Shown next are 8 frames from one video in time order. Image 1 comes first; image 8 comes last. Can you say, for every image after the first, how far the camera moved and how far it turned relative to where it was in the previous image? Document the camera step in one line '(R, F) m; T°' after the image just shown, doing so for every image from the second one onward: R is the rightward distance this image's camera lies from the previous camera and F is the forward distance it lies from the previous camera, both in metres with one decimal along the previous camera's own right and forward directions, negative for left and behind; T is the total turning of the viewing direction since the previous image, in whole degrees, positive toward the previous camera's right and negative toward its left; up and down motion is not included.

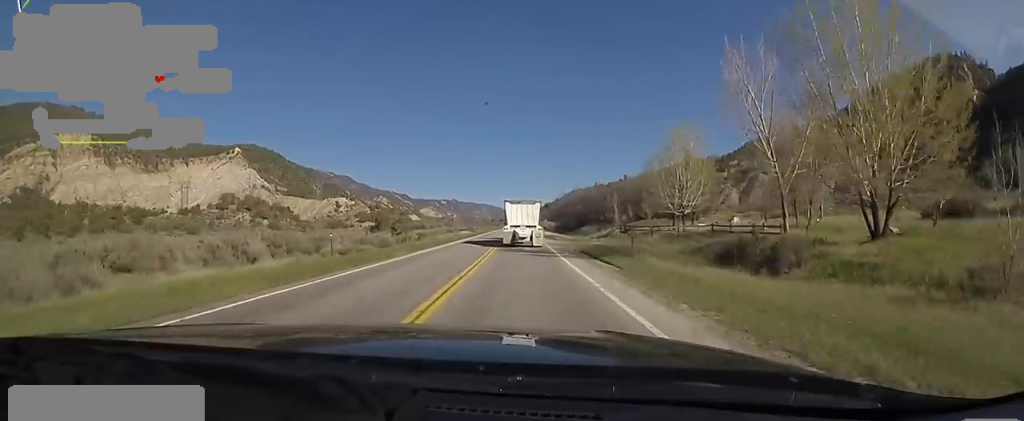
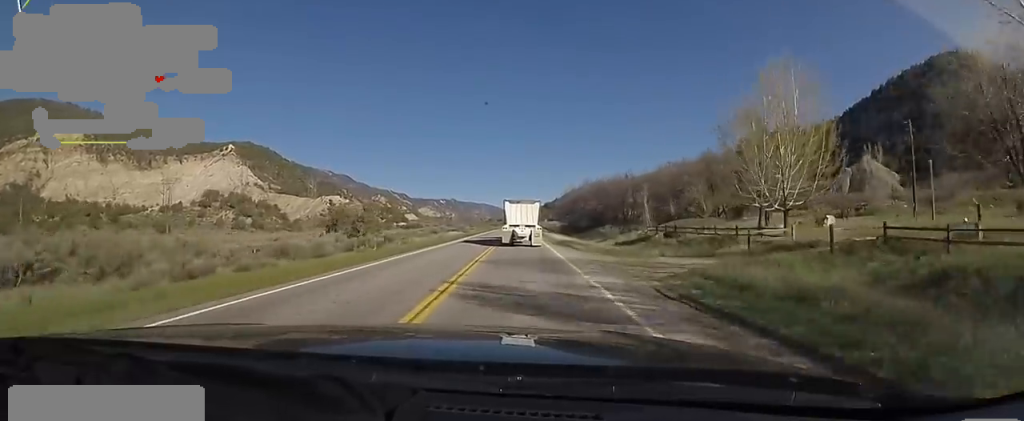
(-0.6, +16.4) m; 0°
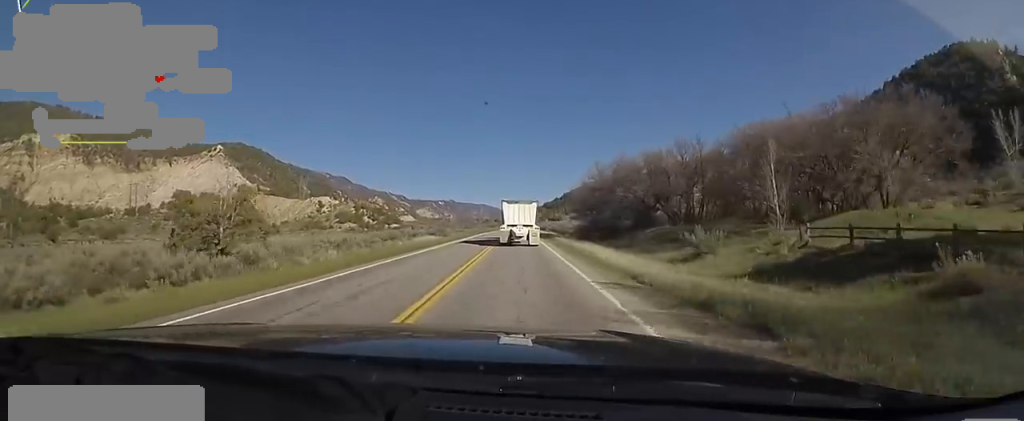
(+0.5, +26.8) m; 0°
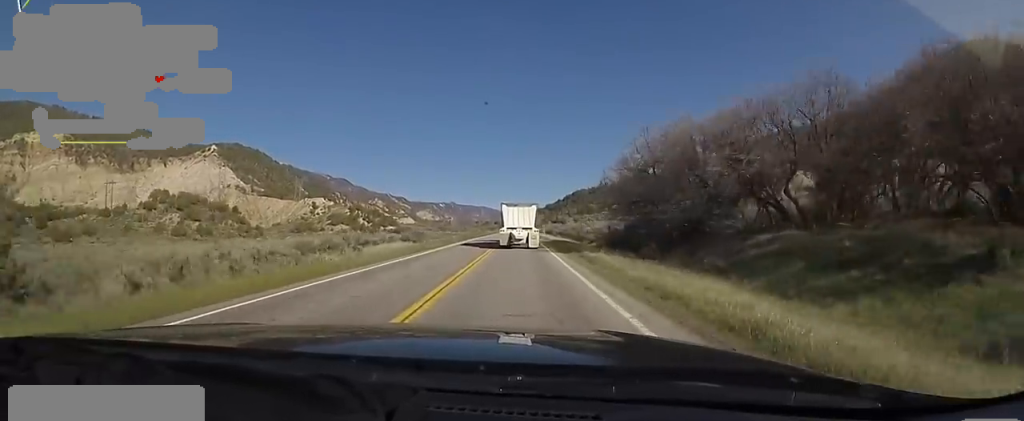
(-0.6, +19.1) m; 0°
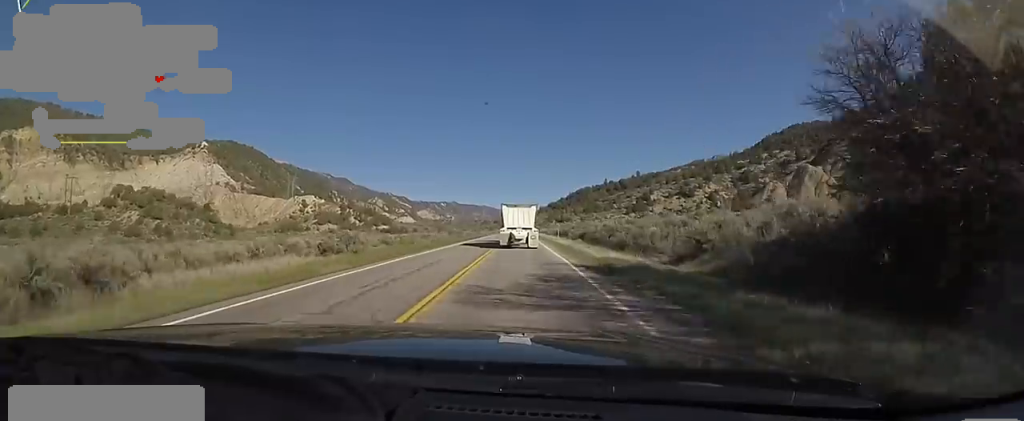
(+0.7, +27.9) m; 0°
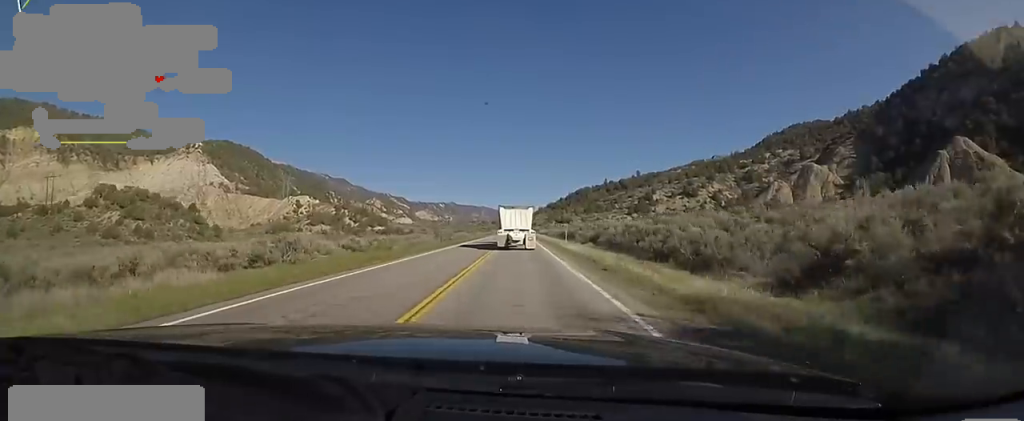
(-0.4, +10.2) m; -1°
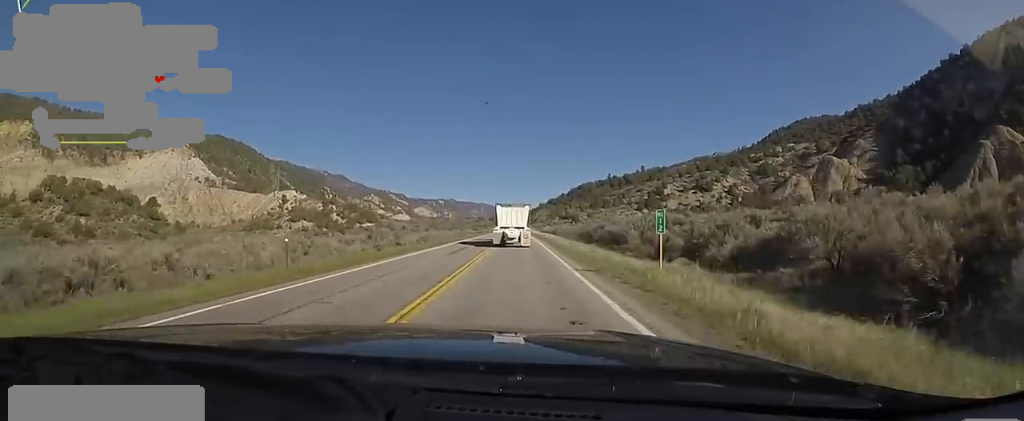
(-0.6, +28.4) m; +1°
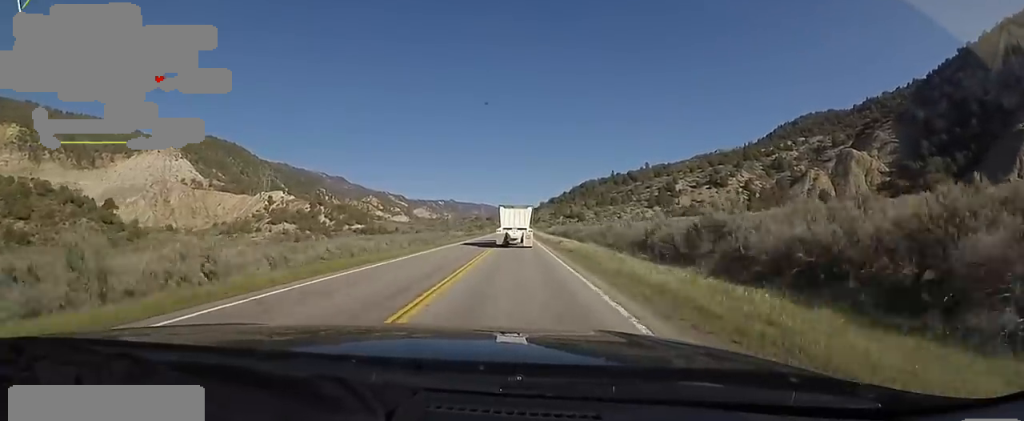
(+1.0, +25.7) m; +1°
